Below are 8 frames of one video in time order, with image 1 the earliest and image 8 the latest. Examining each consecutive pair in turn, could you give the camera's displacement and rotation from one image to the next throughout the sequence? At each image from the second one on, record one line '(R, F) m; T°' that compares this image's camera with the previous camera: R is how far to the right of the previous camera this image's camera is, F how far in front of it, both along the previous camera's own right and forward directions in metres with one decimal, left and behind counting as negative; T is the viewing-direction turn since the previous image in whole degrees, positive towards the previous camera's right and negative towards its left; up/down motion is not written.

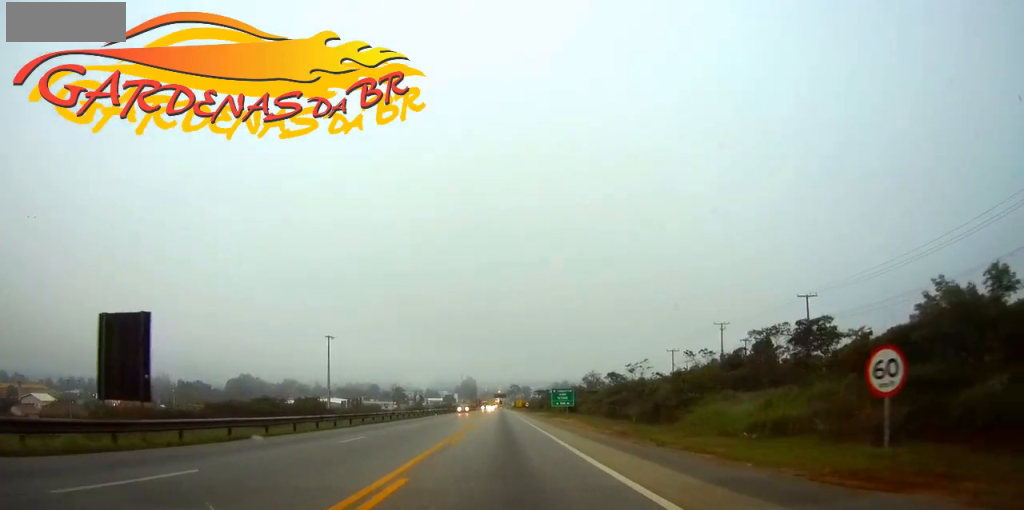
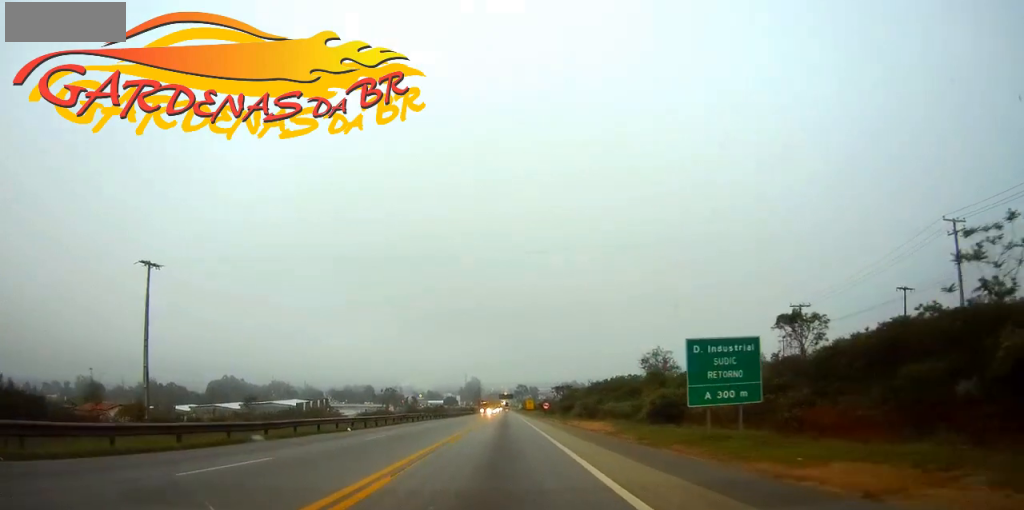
(-0.2, +55.5) m; 0°
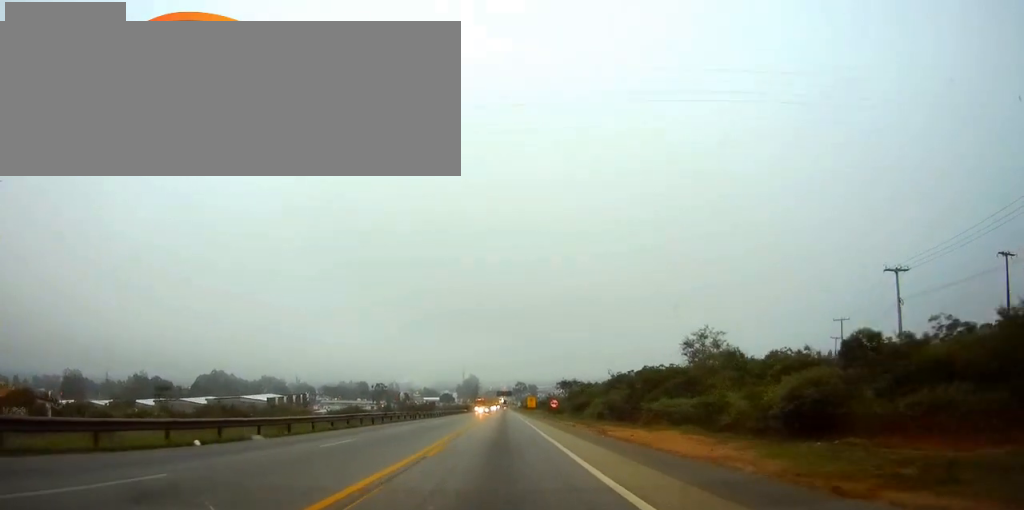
(+0.1, +20.7) m; 0°
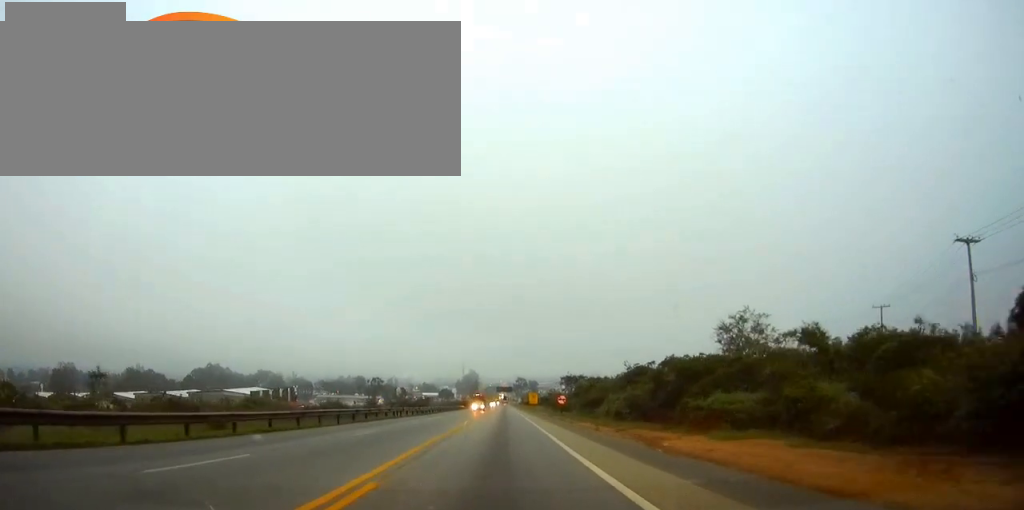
(-0.1, +10.6) m; 0°
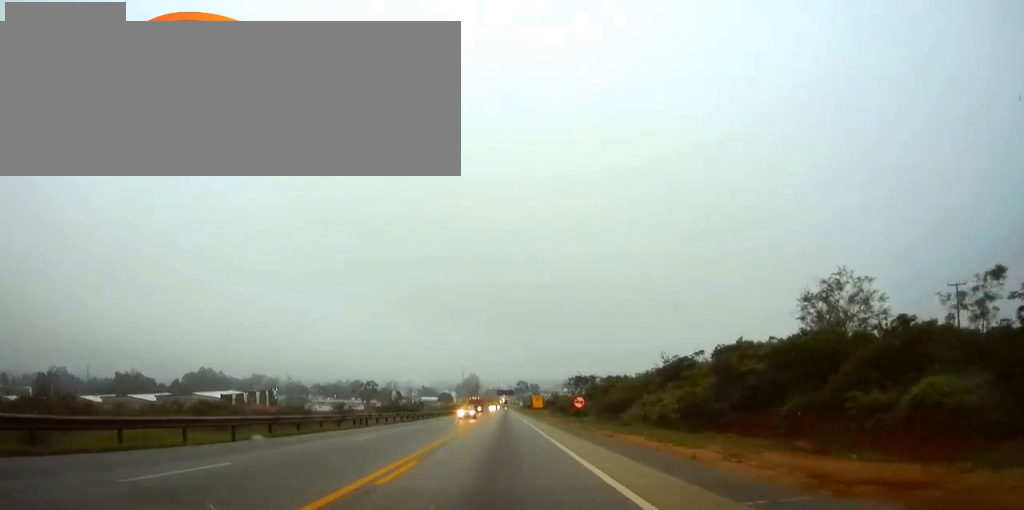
(0.0, +16.2) m; 0°
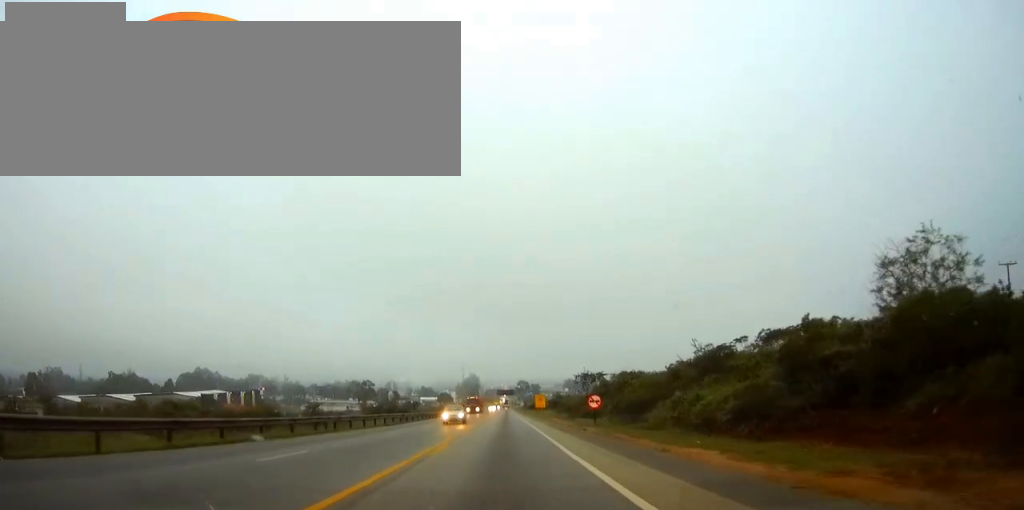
(0.0, +9.2) m; 0°
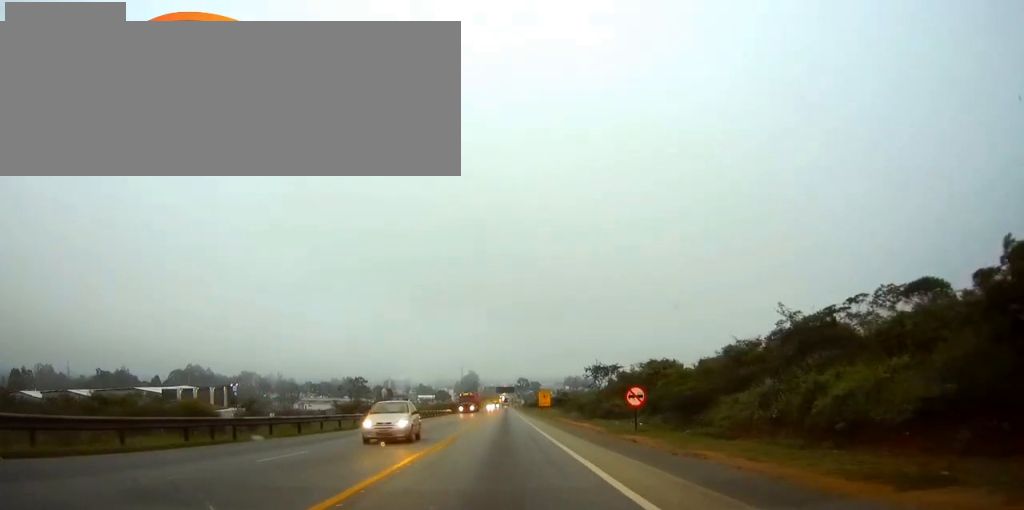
(0.0, +14.9) m; 0°
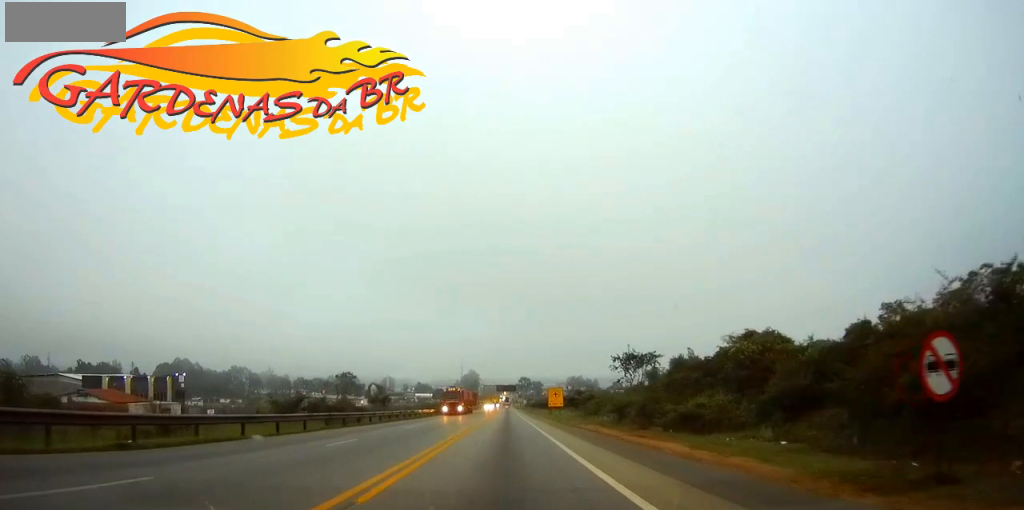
(0.0, +23.6) m; 0°
